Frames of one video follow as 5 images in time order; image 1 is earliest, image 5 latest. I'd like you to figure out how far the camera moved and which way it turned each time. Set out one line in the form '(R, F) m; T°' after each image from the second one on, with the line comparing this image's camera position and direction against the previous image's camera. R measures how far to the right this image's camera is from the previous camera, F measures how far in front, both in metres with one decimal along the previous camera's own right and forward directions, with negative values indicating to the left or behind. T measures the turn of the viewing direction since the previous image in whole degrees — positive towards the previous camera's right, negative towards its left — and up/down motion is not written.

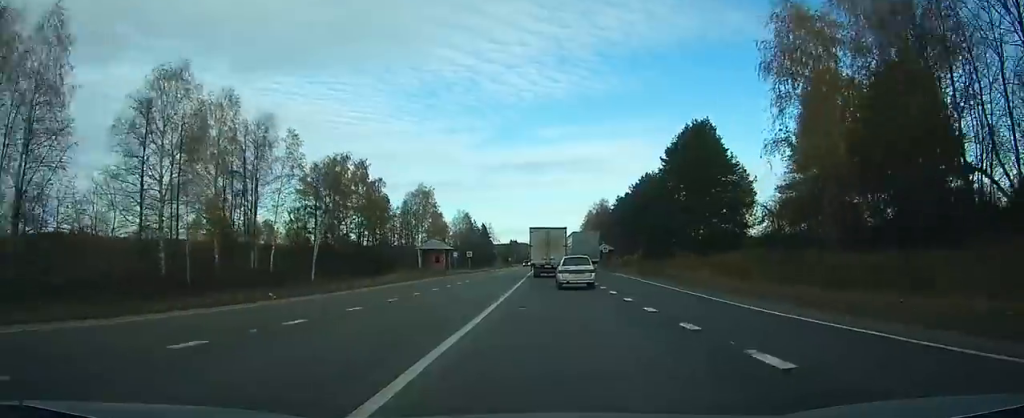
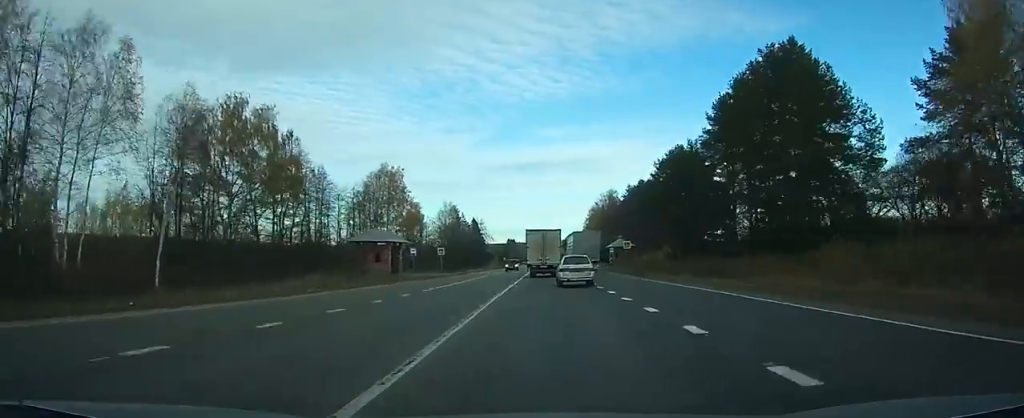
(-0.1, +28.7) m; 0°
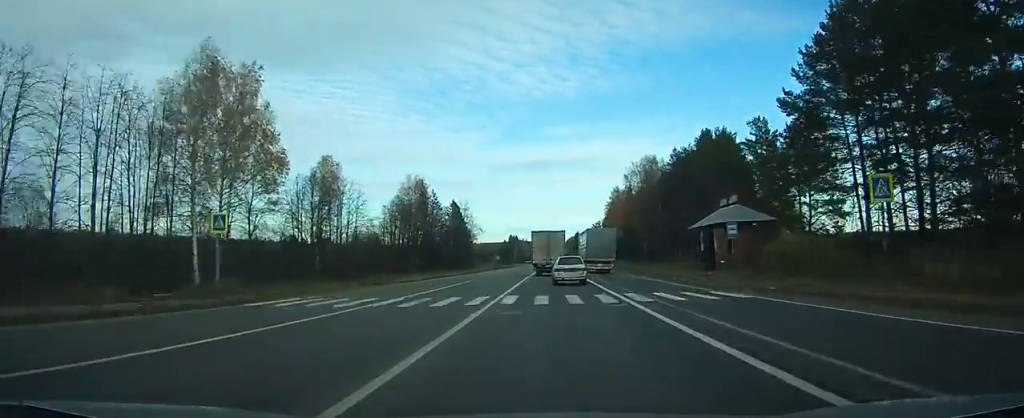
(+0.1, +56.8) m; 0°
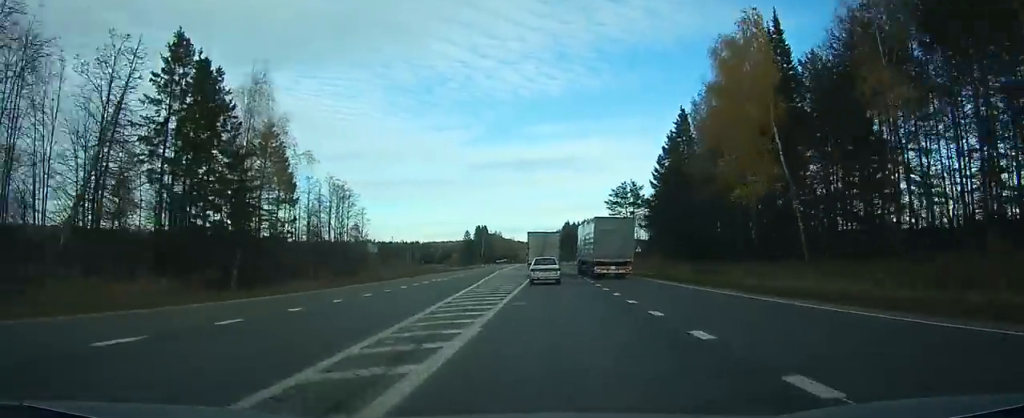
(+0.1, +112.2) m; 0°
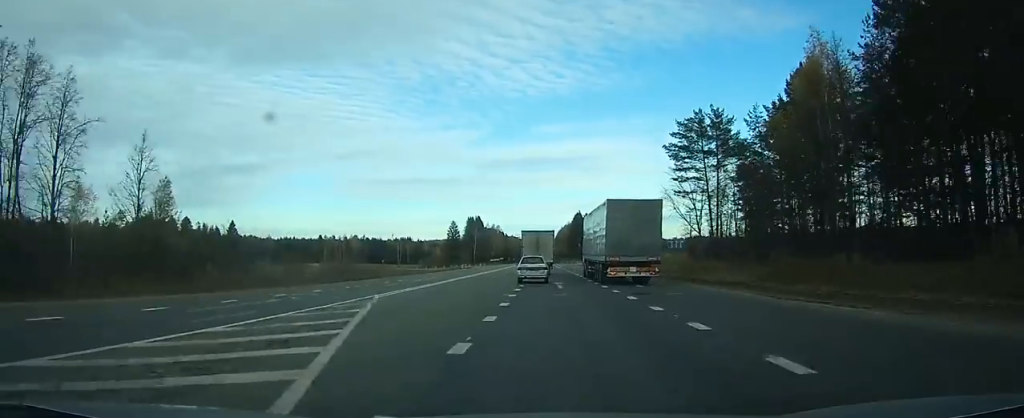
(0.0, +57.2) m; 0°
